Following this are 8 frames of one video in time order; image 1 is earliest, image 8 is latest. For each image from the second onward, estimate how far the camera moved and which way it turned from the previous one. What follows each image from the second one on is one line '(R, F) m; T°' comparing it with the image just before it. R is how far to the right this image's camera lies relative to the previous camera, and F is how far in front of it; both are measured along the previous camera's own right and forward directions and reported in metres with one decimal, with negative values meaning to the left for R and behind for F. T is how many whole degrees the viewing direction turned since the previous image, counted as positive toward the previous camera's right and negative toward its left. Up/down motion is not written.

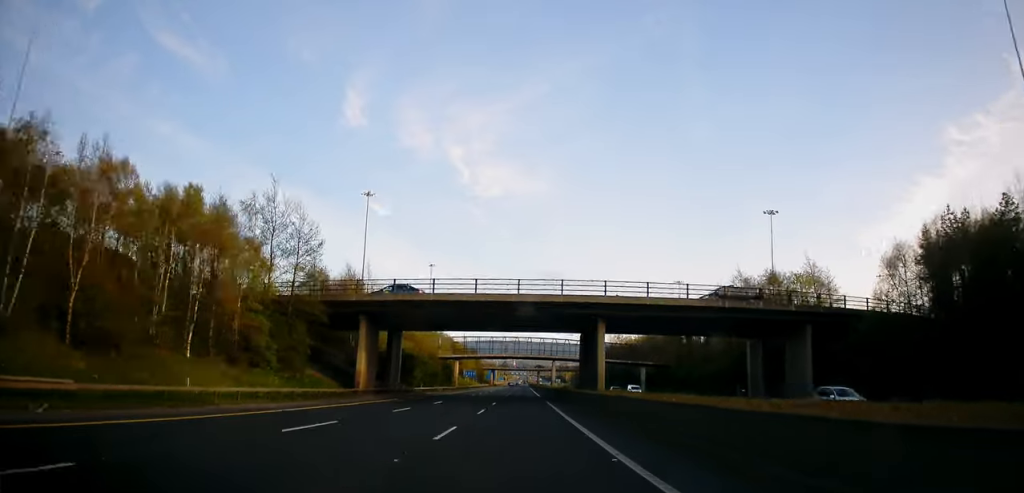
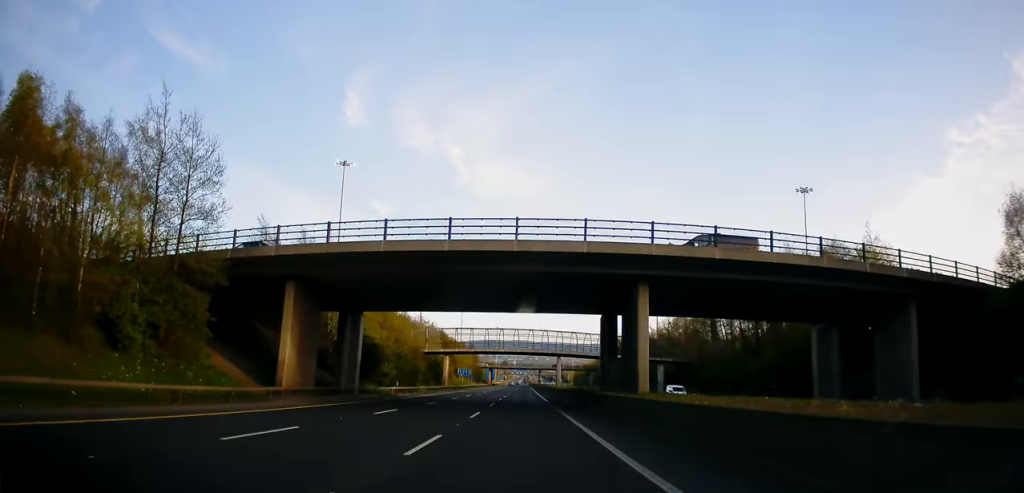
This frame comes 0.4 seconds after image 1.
(0.0, +15.2) m; 0°
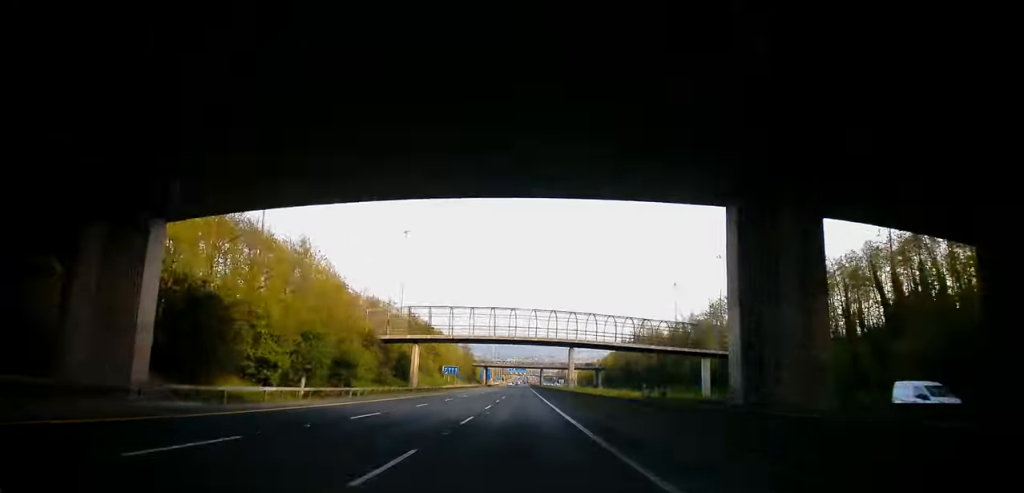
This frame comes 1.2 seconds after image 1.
(+0.4, +26.4) m; 0°
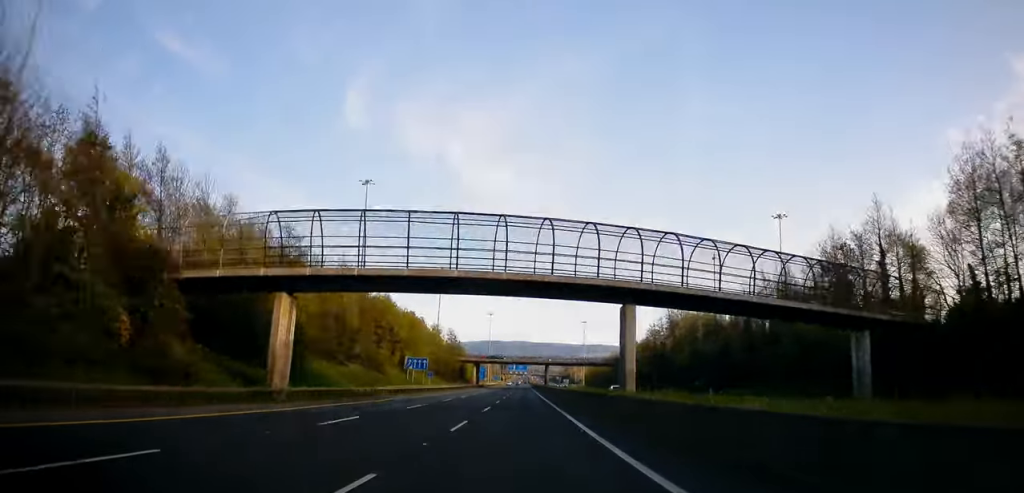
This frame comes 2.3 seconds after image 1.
(-0.3, +39.0) m; -1°
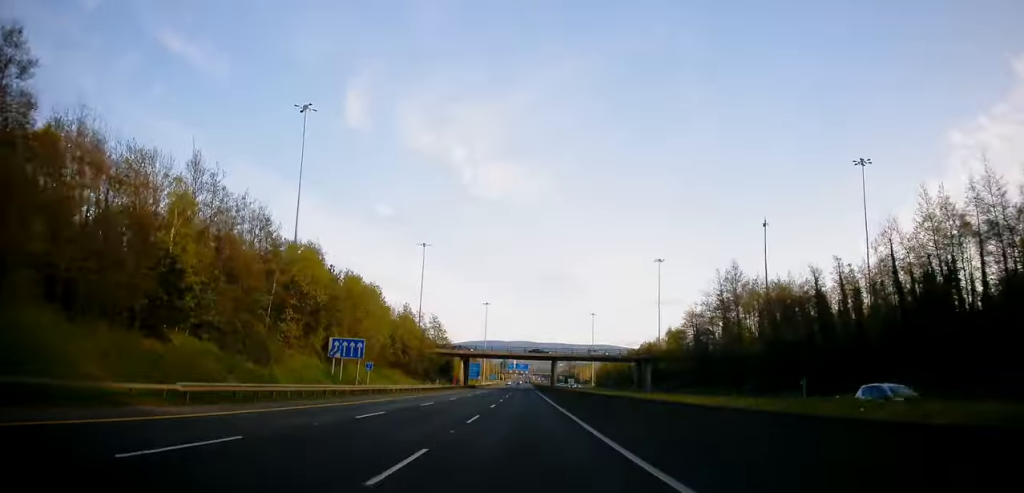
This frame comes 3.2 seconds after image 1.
(-0.1, +31.9) m; 0°
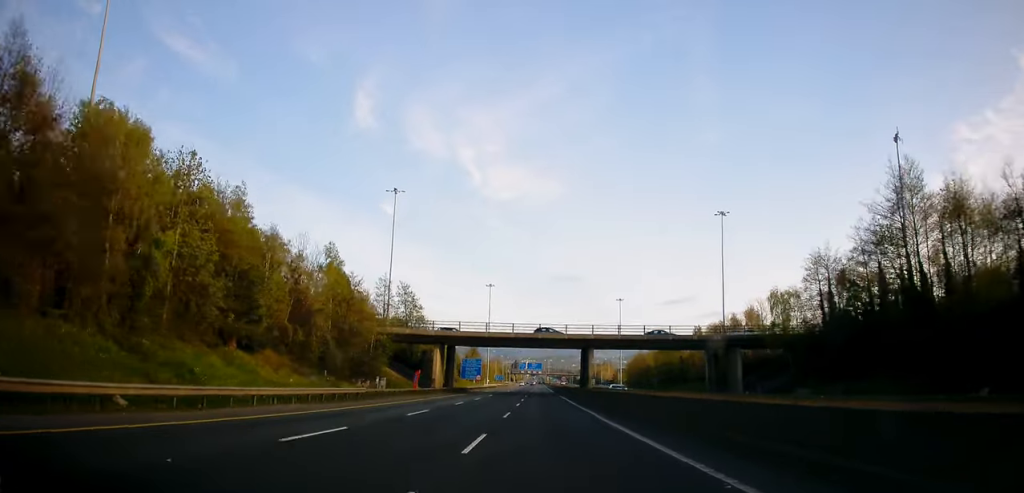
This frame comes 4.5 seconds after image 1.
(-0.1, +44.4) m; 0°
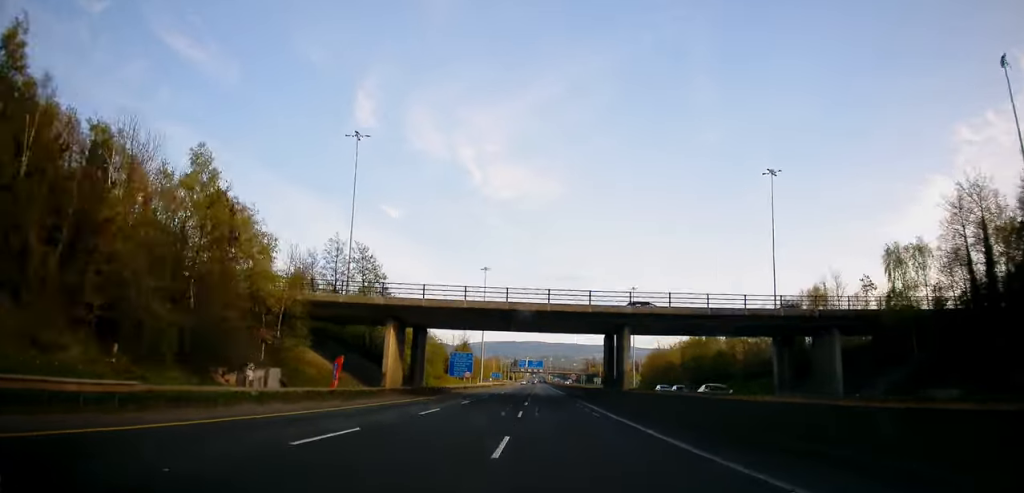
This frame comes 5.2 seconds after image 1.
(0.0, +23.6) m; 0°
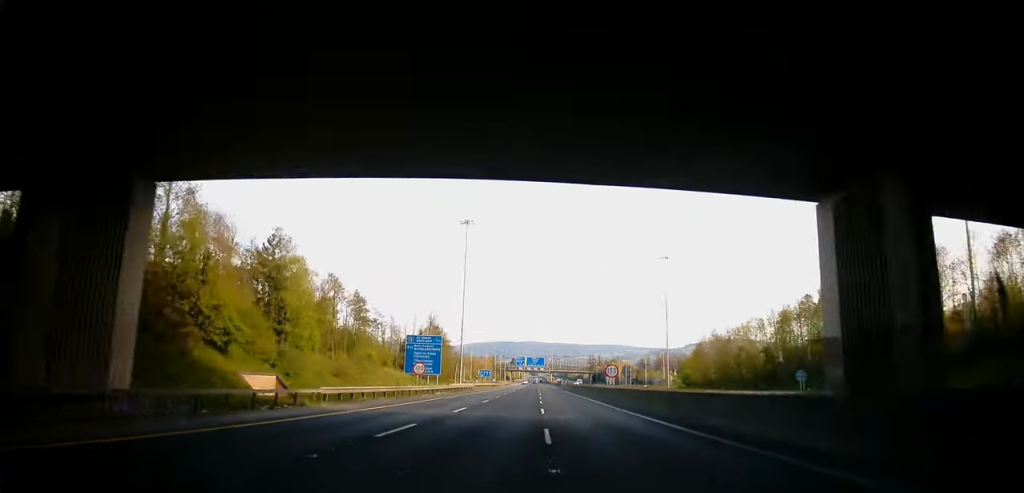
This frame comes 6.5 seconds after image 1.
(0.0, +45.9) m; +1°
